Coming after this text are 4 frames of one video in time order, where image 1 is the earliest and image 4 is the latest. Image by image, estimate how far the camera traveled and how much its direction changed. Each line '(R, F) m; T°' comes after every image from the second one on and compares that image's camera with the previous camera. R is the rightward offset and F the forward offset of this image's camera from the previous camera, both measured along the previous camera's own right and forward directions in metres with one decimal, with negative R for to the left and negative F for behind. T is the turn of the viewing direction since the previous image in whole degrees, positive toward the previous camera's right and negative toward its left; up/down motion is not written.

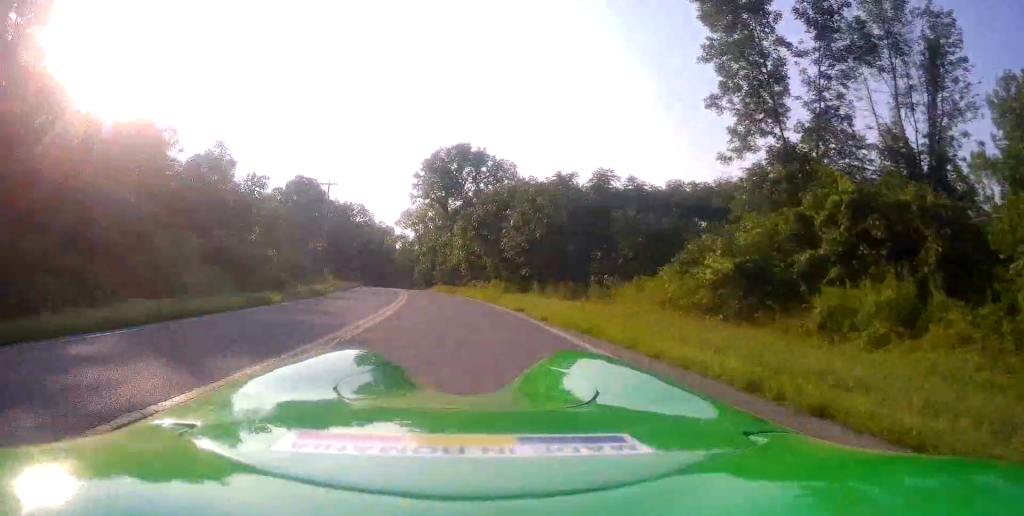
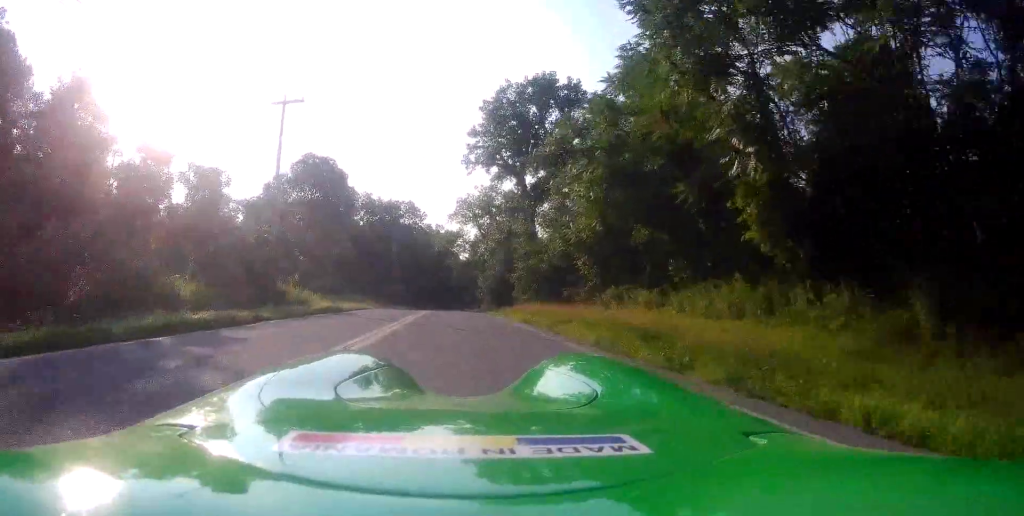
(-3.2, +36.6) m; -6°
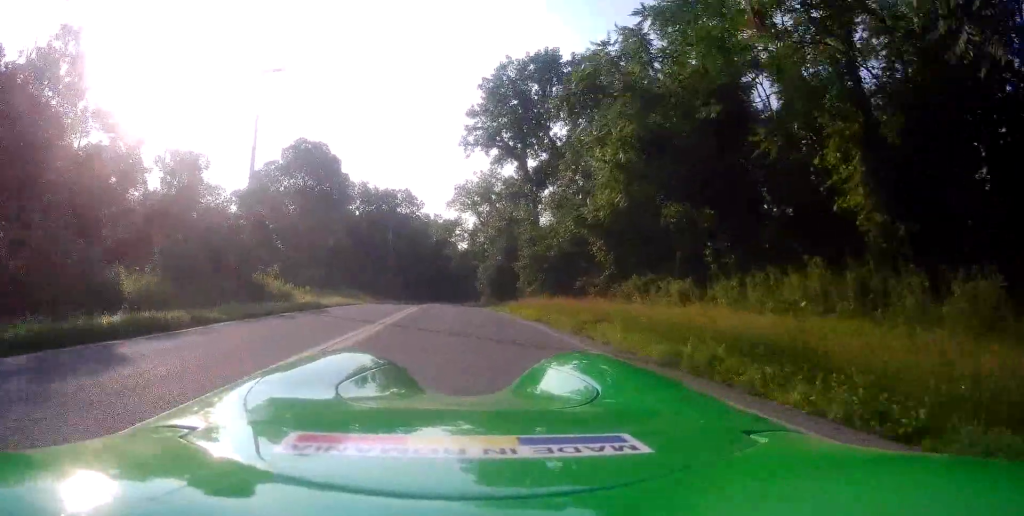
(0.0, +3.8) m; -1°
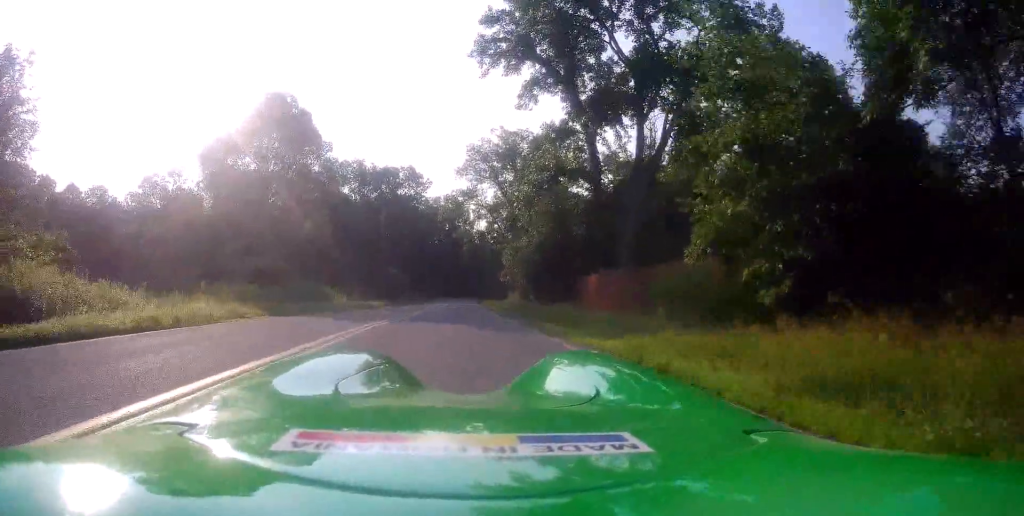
(-1.4, +21.8) m; -3°
